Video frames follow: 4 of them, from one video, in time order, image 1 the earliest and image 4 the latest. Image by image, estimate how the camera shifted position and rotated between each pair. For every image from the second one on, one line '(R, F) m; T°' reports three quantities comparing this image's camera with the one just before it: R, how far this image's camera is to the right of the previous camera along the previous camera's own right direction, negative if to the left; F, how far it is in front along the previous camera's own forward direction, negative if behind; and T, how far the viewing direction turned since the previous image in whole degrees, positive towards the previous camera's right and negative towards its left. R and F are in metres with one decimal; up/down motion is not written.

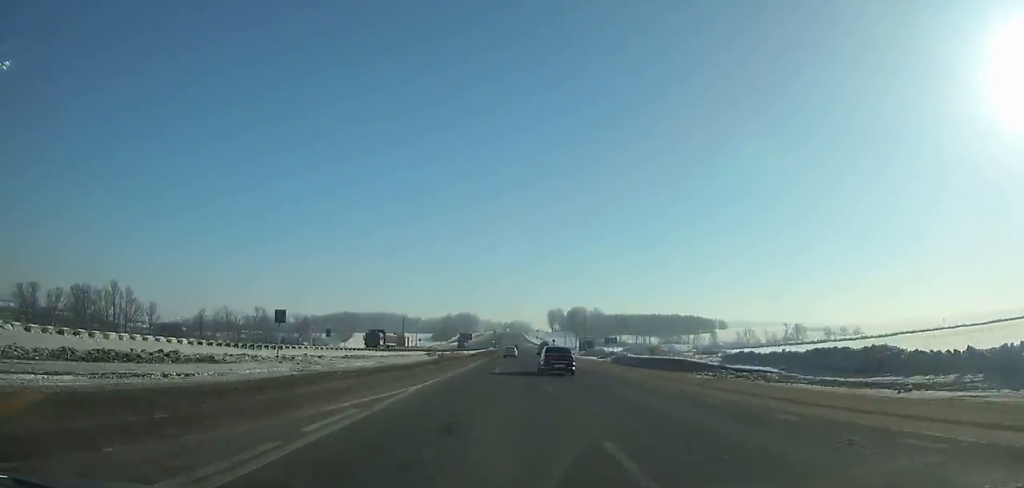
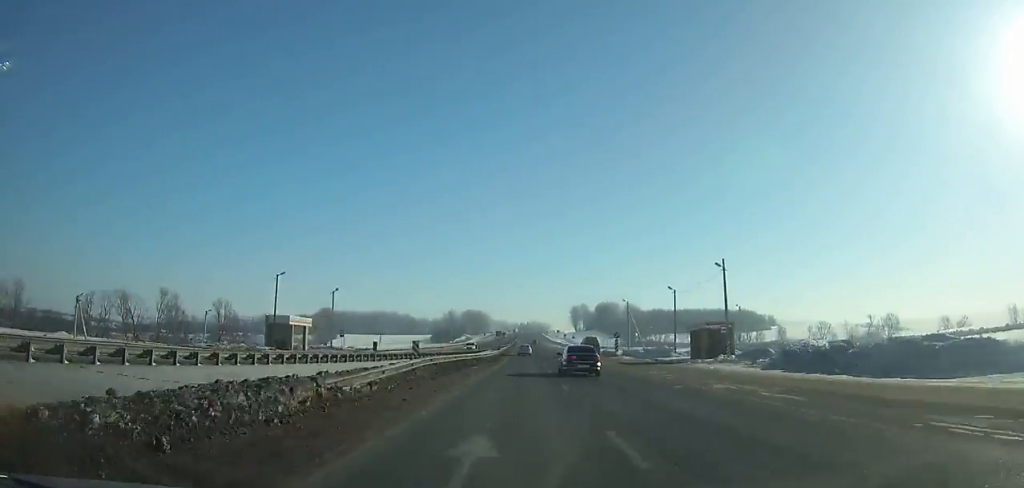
(-0.9, +84.4) m; -1°
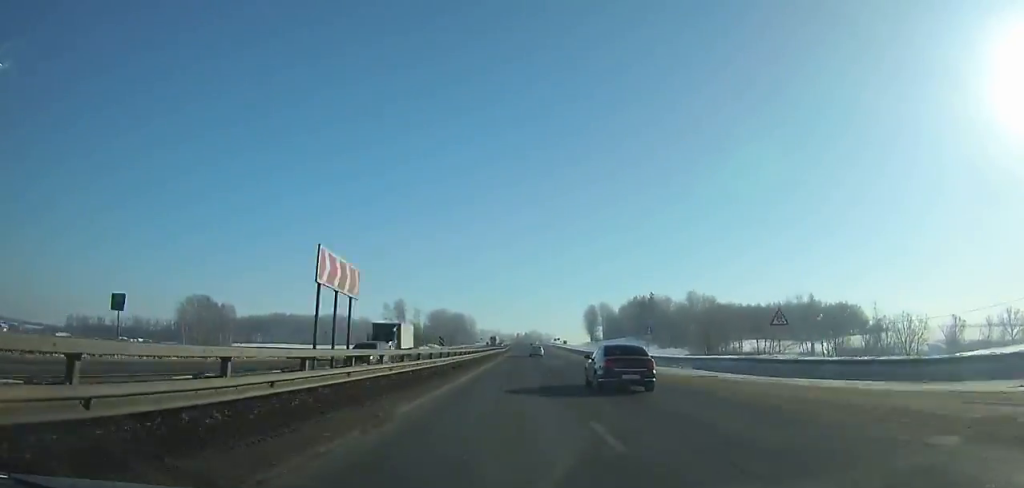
(+0.5, +144.2) m; +1°
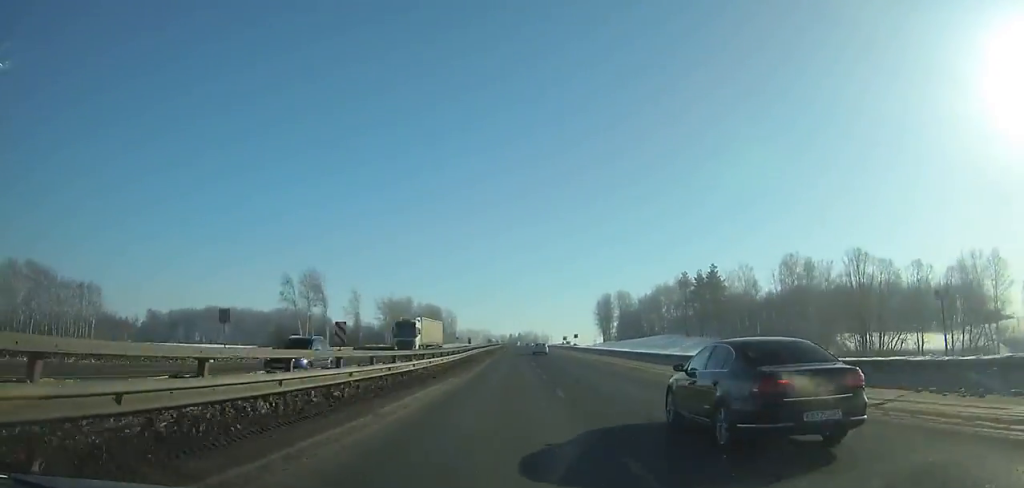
(+0.3, +87.5) m; 0°
